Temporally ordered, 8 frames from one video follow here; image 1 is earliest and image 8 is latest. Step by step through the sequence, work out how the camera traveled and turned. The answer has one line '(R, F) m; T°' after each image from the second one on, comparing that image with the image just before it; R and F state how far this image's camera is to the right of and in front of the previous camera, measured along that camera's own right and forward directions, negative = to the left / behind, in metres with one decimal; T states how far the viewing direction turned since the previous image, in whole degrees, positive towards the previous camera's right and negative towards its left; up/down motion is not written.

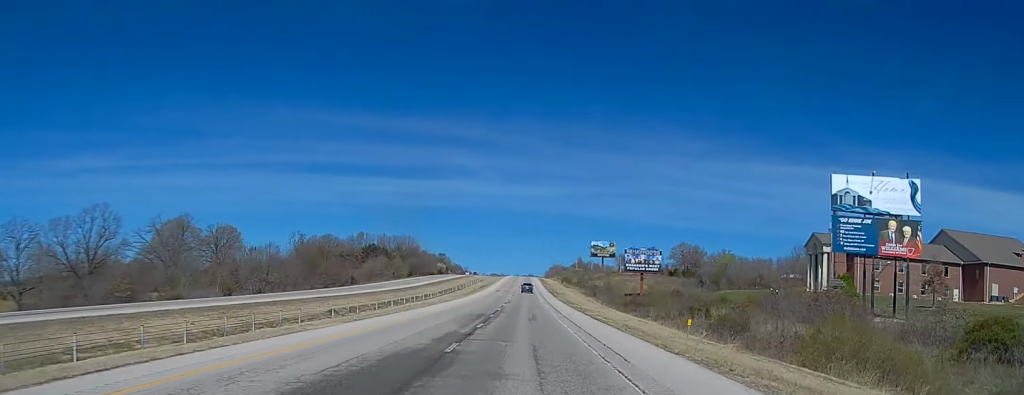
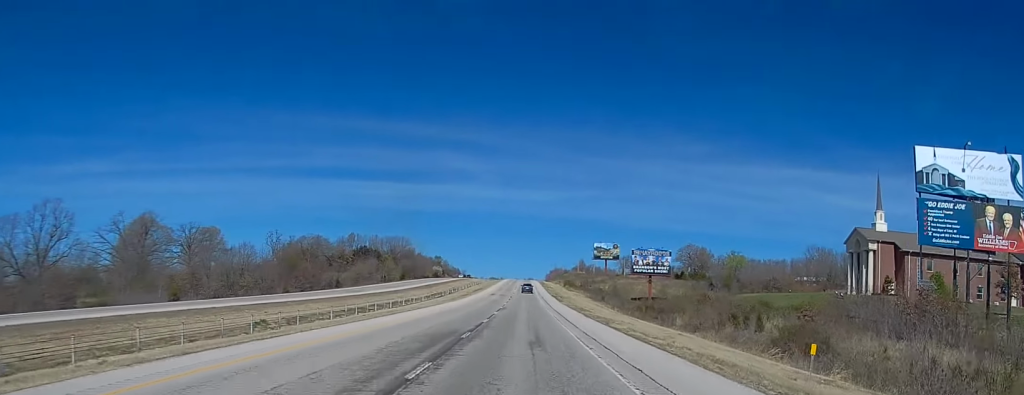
(+0.2, +18.2) m; +1°
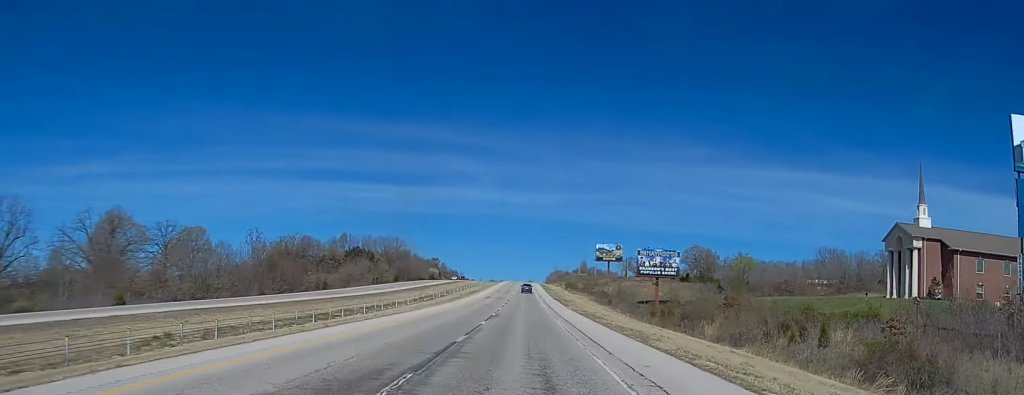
(0.0, +13.9) m; -1°
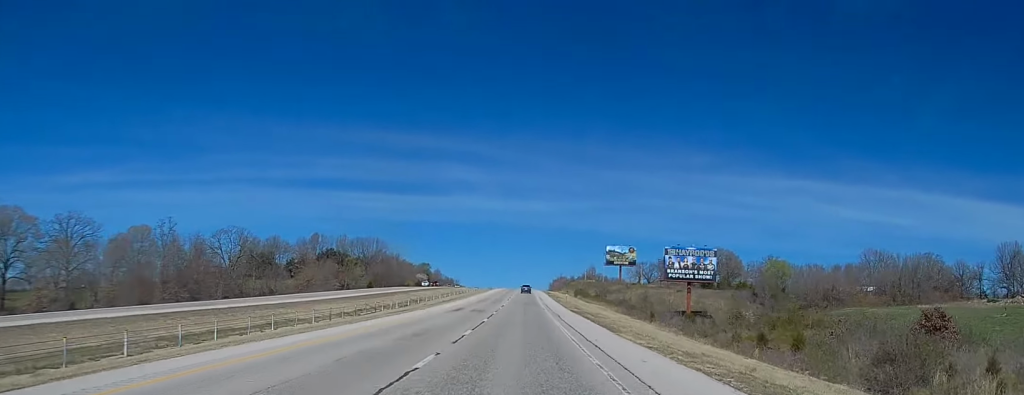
(-0.4, +44.8) m; 0°
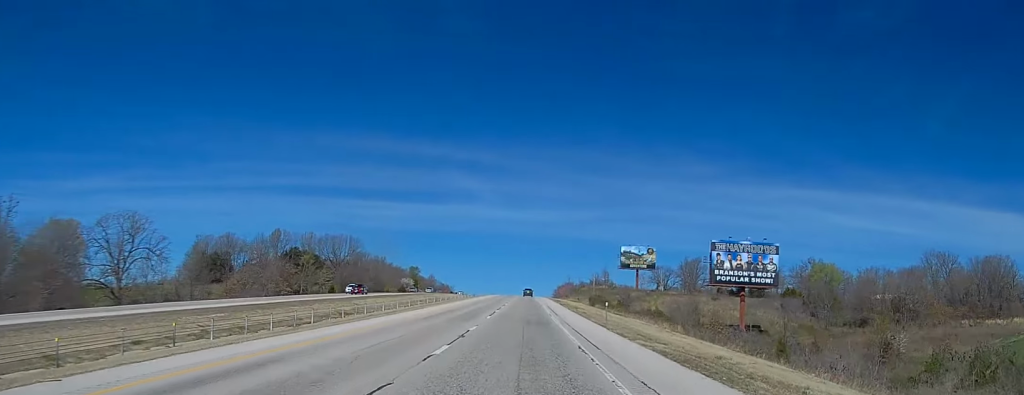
(+0.4, +45.6) m; -1°
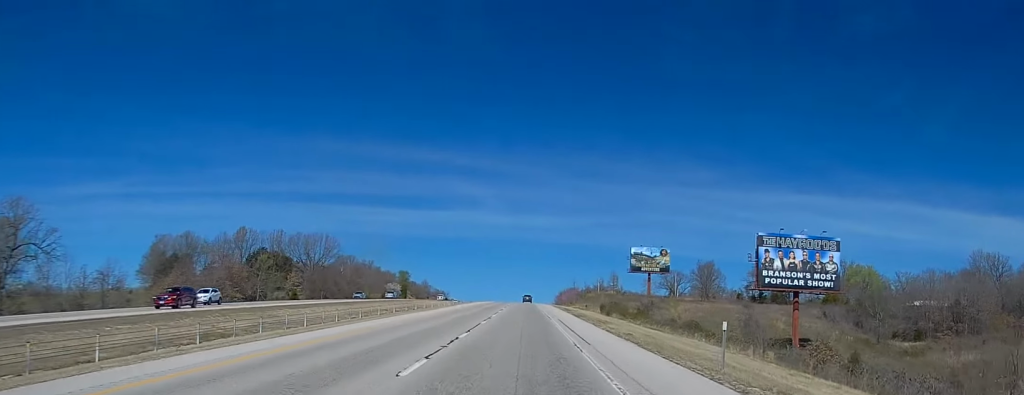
(-0.3, +28.8) m; 0°
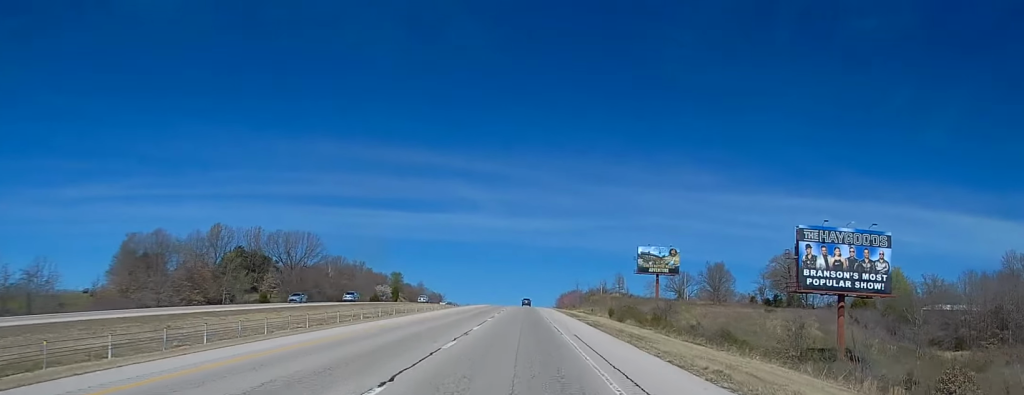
(+0.3, +17.0) m; +1°
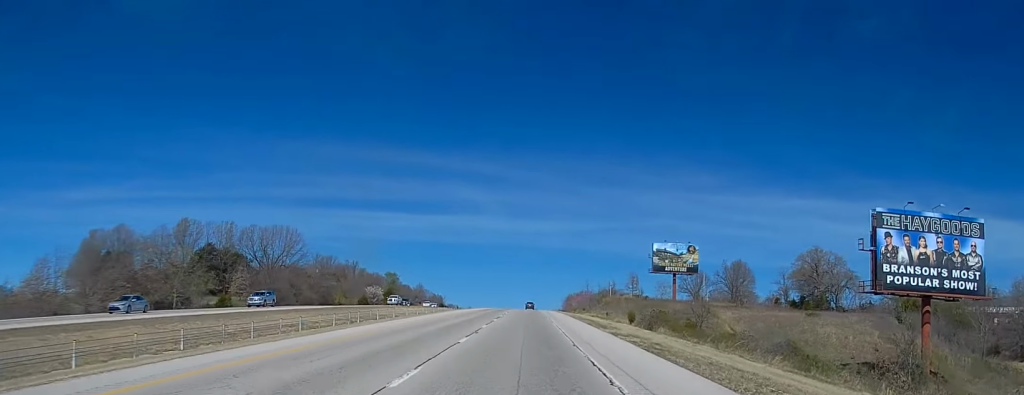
(0.0, +21.0) m; 0°
